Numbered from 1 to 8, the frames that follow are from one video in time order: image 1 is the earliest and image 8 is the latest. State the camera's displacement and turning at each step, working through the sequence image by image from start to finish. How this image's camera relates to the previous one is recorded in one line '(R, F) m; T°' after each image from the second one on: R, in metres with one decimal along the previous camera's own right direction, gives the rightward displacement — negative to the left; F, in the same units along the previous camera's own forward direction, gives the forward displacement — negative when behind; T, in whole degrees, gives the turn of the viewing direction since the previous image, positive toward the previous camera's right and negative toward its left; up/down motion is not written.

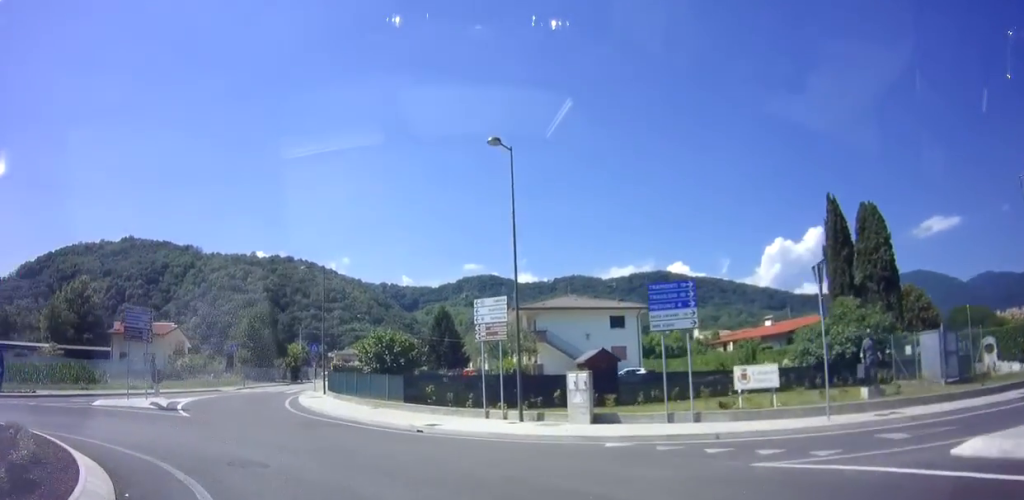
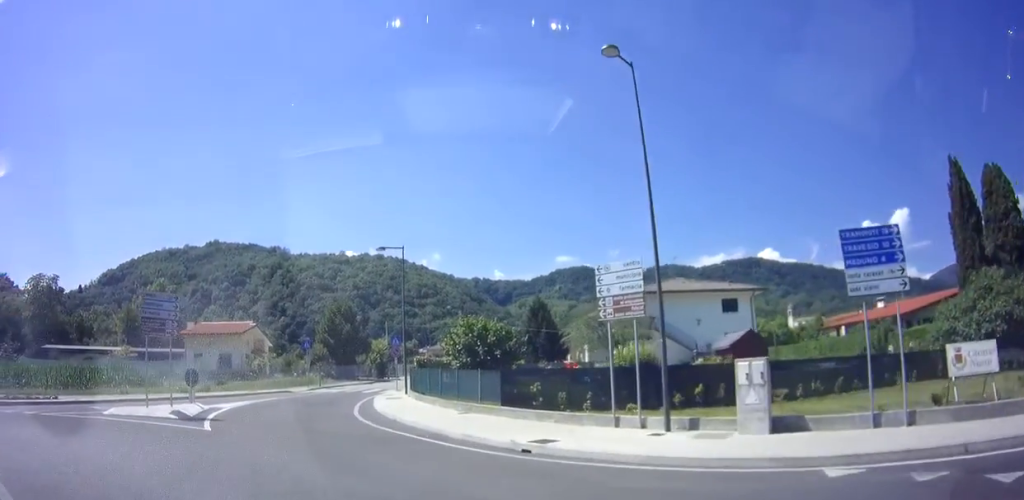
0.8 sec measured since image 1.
(-0.1, +4.6) m; -6°
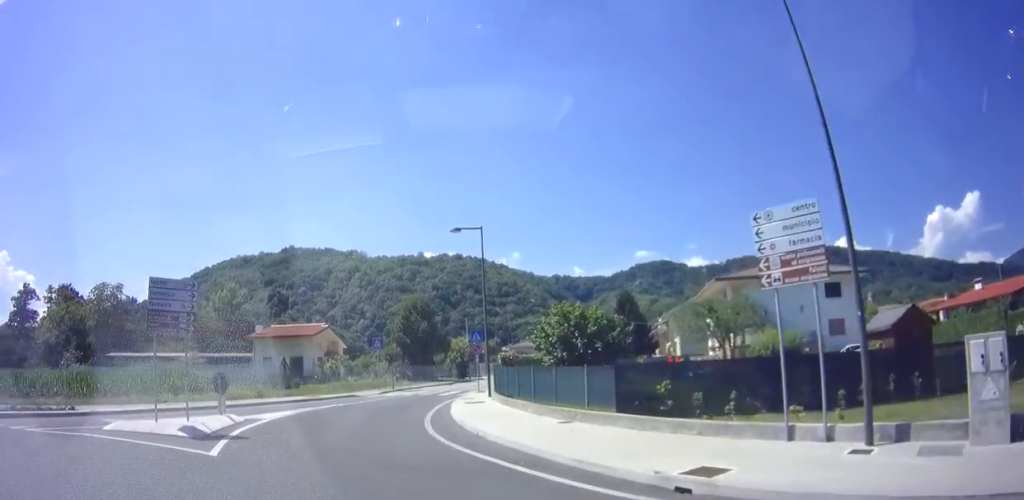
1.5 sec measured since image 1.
(-0.2, +3.9) m; -7°
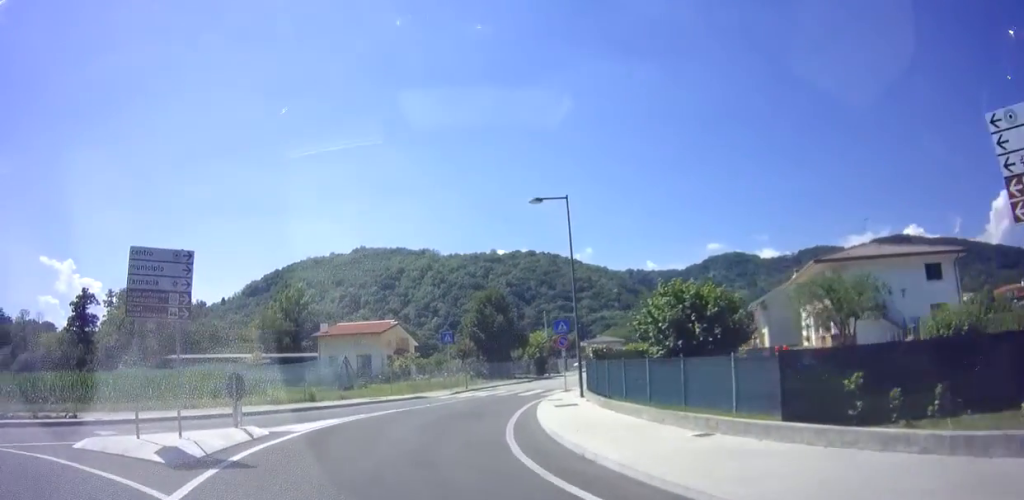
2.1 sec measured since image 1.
(-0.2, +3.5) m; -7°
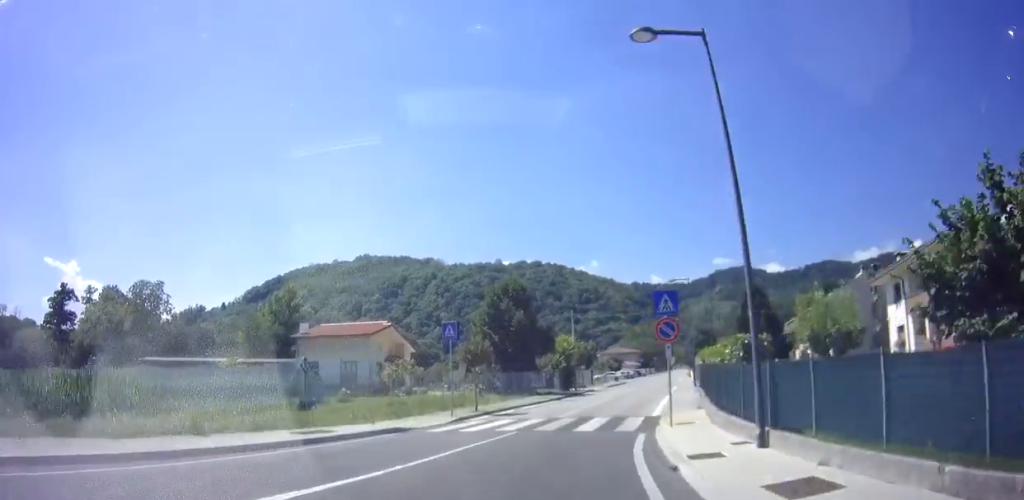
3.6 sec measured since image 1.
(-1.2, +10.6) m; -3°
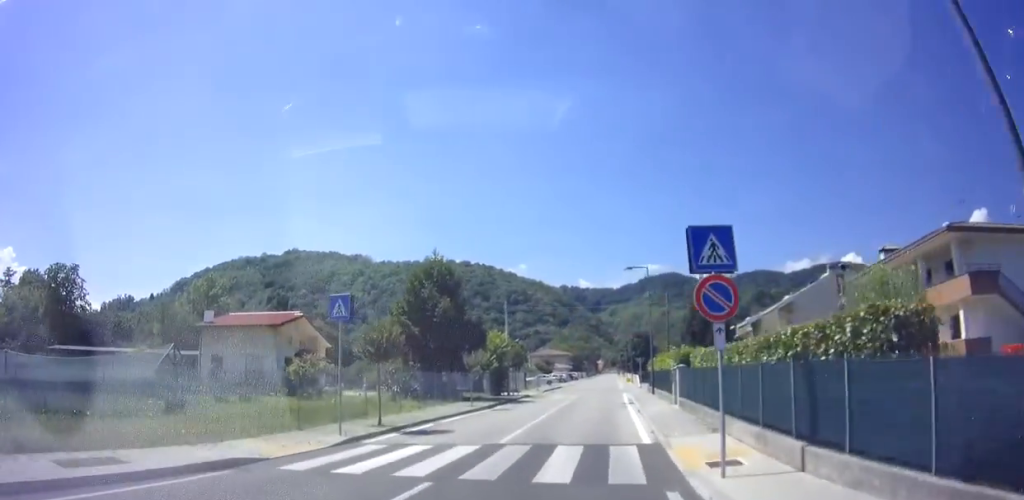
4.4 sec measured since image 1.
(+0.1, +5.7) m; +6°
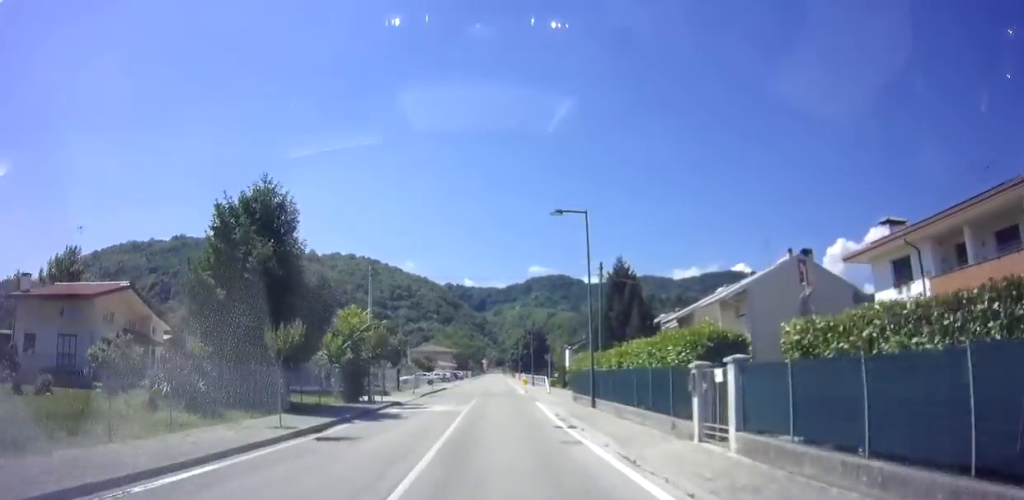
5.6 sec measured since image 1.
(+1.4, +11.0) m; +10°
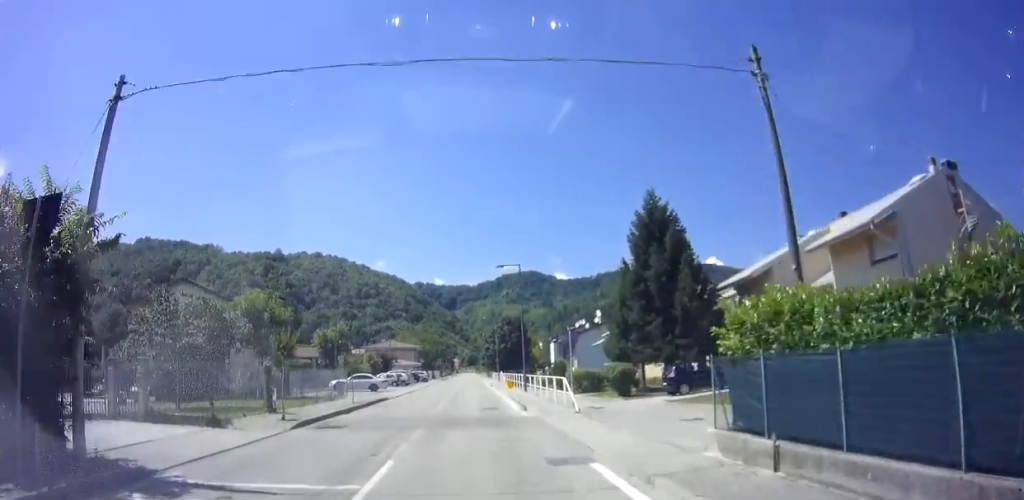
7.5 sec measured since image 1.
(+1.0, +18.0) m; +4°
